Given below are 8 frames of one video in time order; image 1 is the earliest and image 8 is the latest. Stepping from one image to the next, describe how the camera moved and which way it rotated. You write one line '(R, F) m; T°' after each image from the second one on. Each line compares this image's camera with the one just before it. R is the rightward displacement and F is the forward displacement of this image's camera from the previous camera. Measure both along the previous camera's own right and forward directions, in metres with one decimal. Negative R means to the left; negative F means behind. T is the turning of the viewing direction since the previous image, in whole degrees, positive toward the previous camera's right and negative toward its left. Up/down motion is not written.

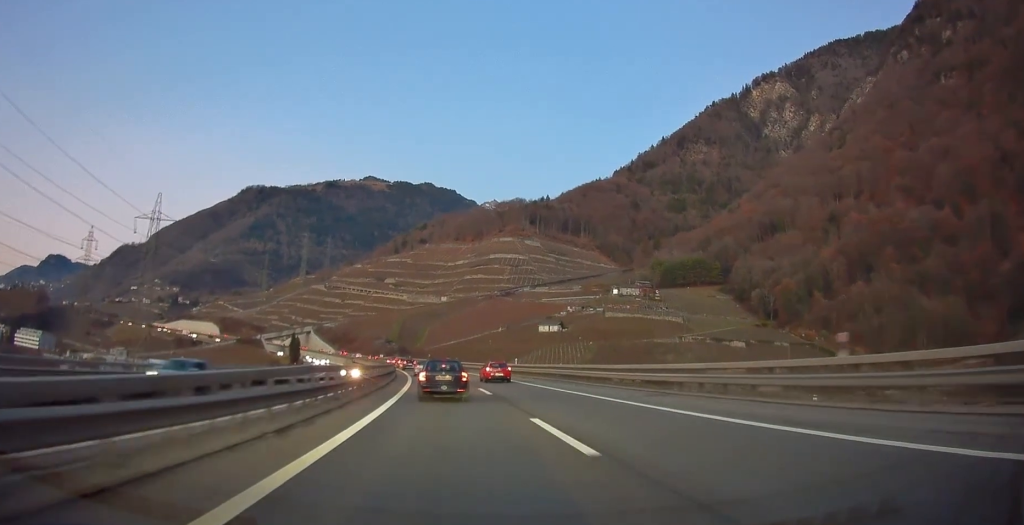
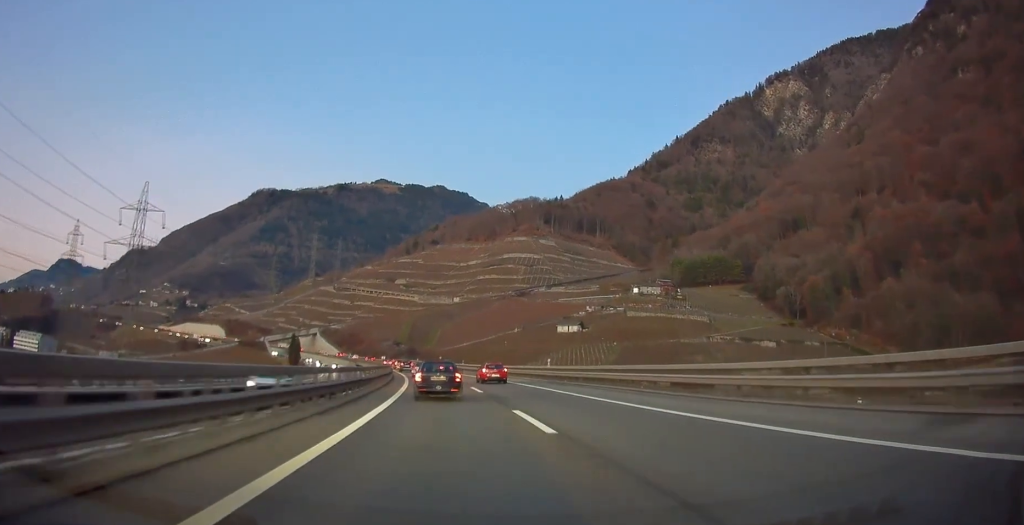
(-0.1, +15.2) m; -1°
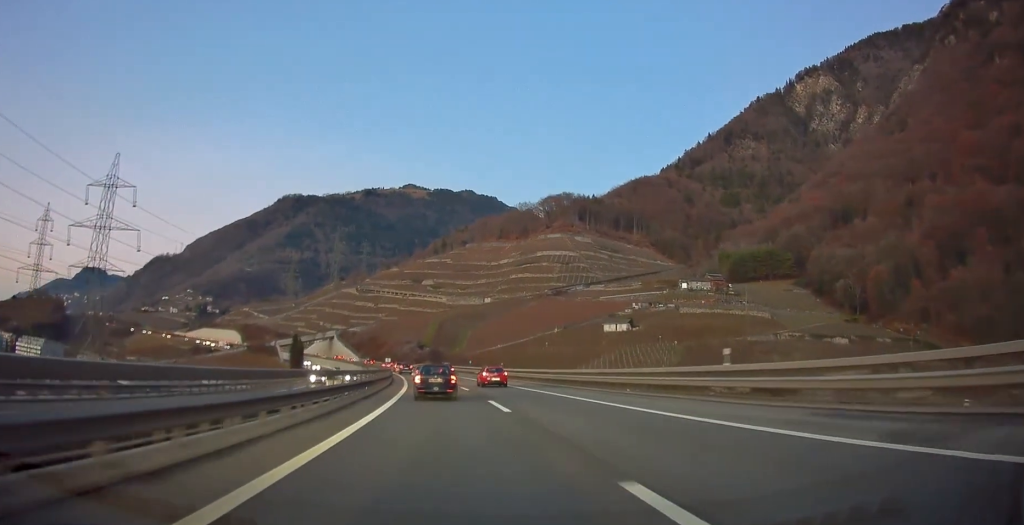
(-0.8, +28.7) m; -3°
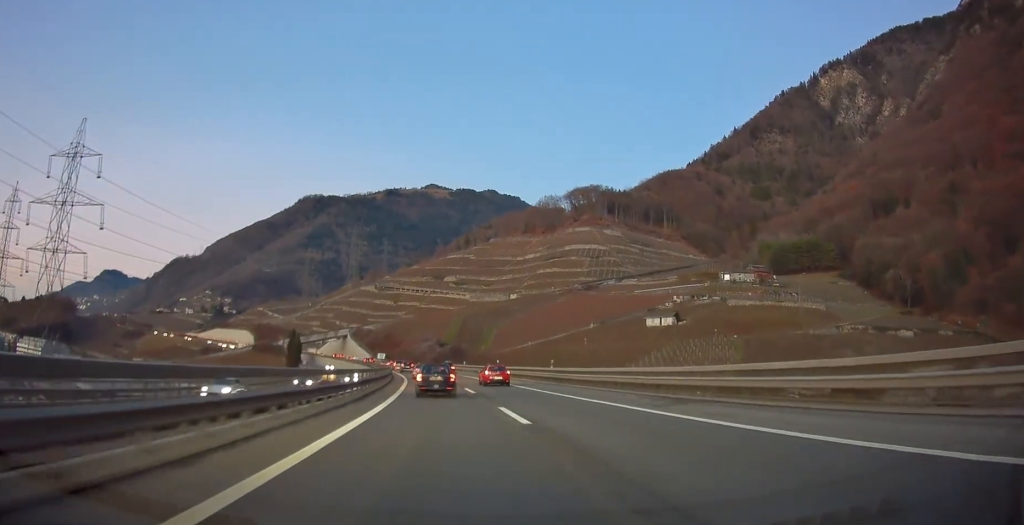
(-0.3, +22.4) m; -2°
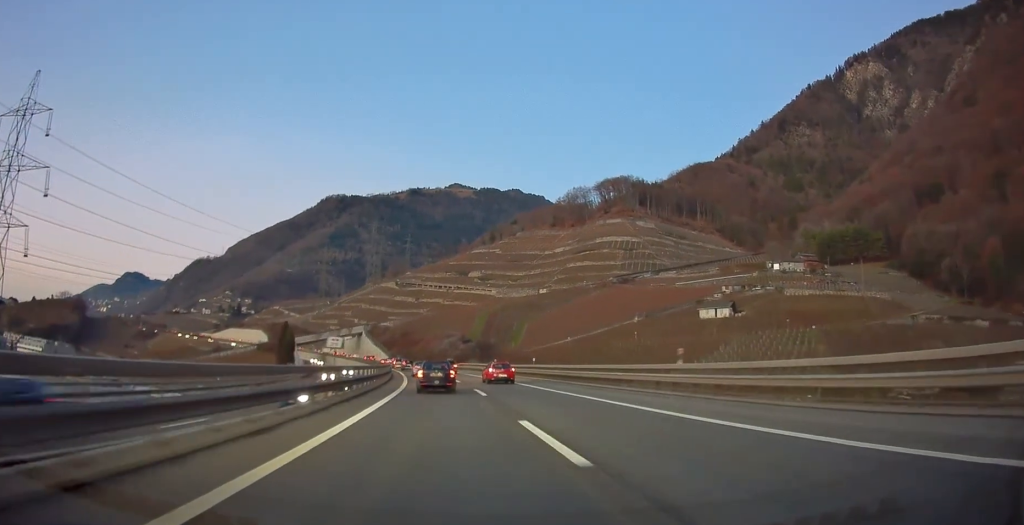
(-0.3, +22.9) m; -2°
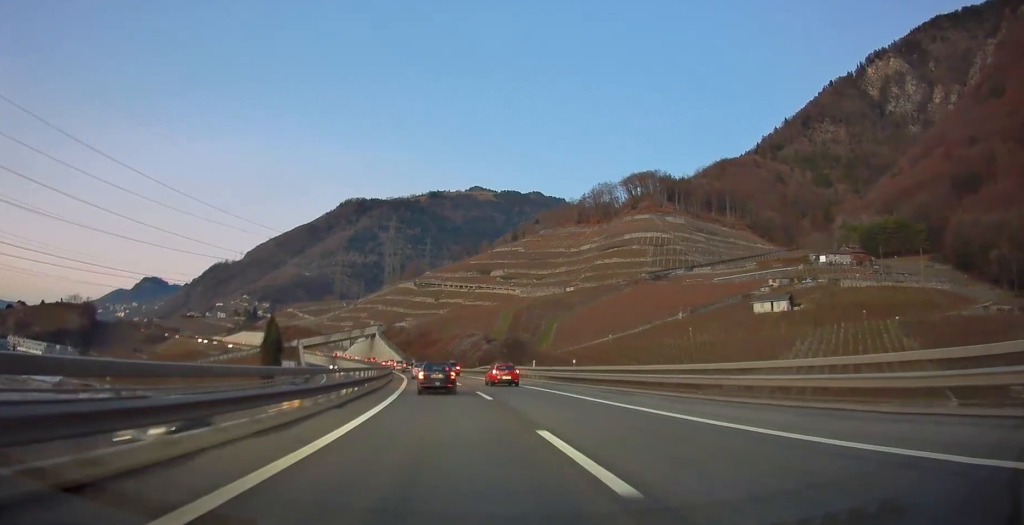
(-0.5, +19.7) m; -2°
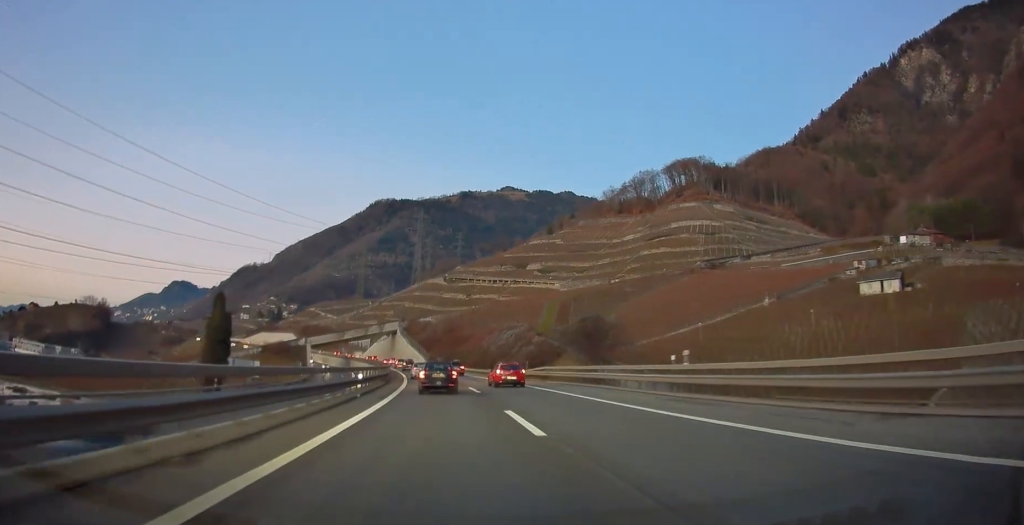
(-0.7, +30.5) m; -3°
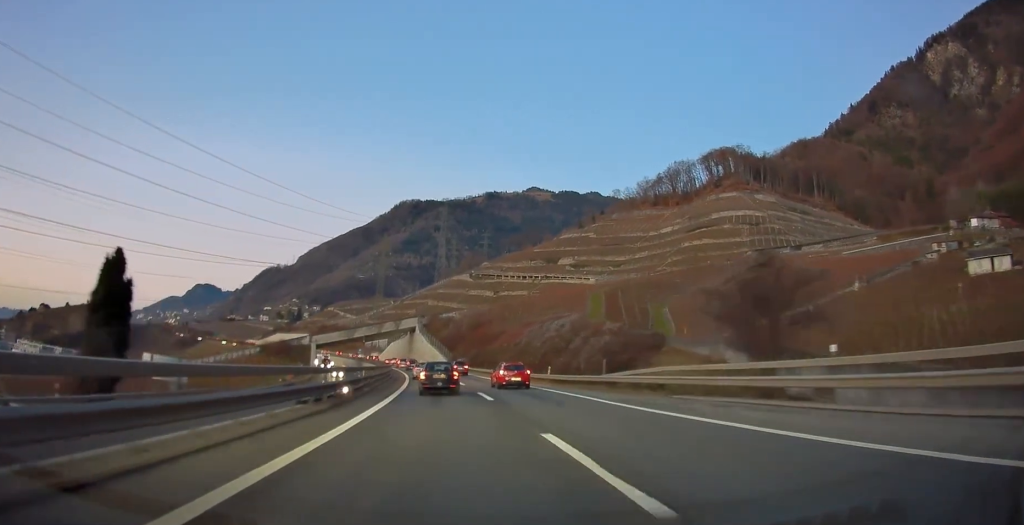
(-0.5, +24.5) m; -3°
